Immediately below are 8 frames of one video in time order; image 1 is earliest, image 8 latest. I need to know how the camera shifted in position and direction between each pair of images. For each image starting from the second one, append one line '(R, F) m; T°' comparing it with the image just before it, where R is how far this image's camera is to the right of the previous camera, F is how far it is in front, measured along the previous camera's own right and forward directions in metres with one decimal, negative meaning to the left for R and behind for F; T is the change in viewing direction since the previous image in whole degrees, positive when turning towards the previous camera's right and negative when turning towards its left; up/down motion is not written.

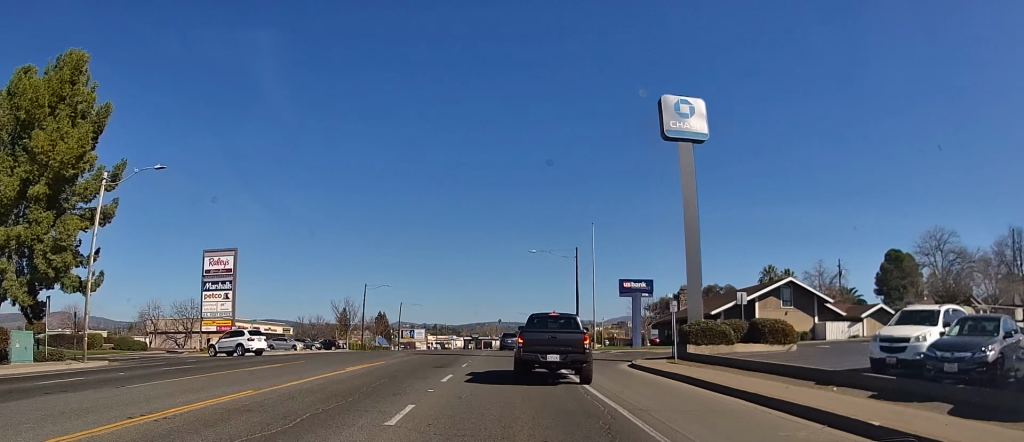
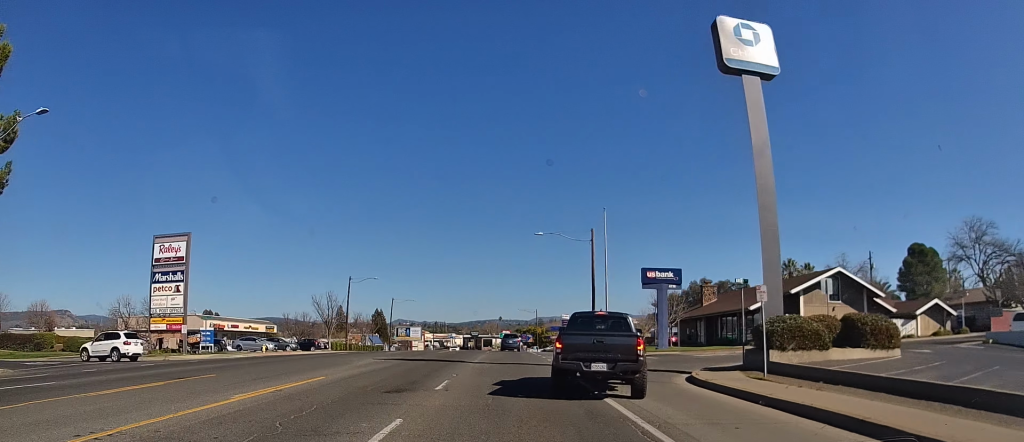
(-0.1, +9.8) m; -1°
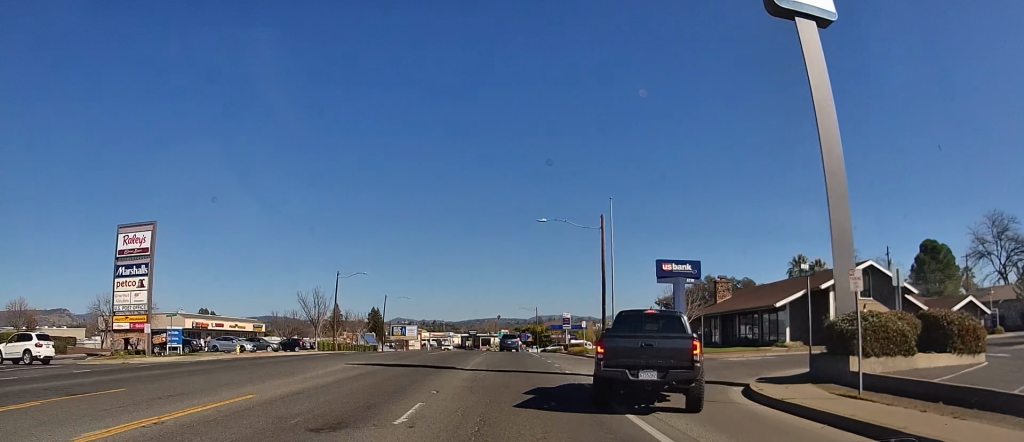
(-0.3, +5.5) m; +1°
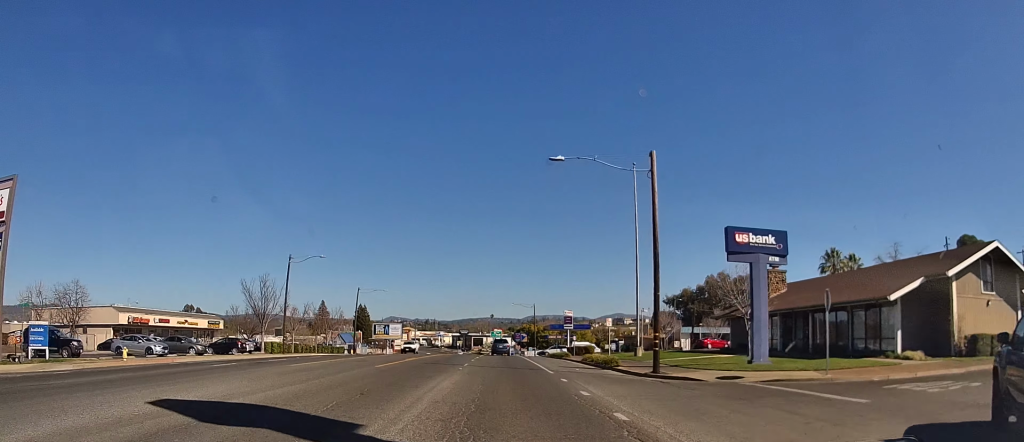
(+0.8, +14.7) m; +1°
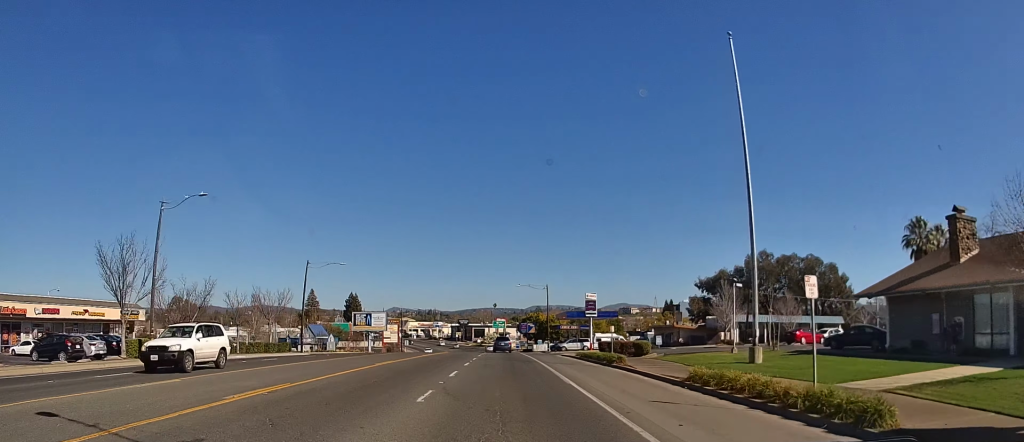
(-0.8, +21.0) m; +1°
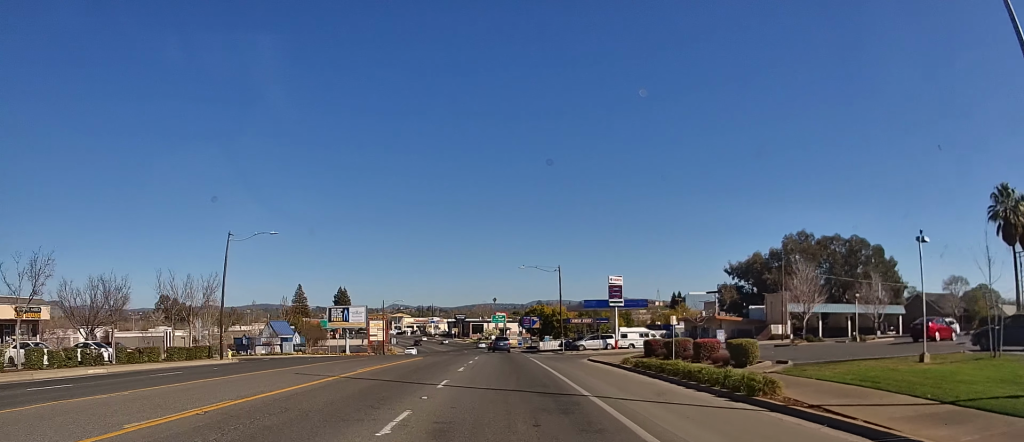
(+0.1, +16.6) m; -1°
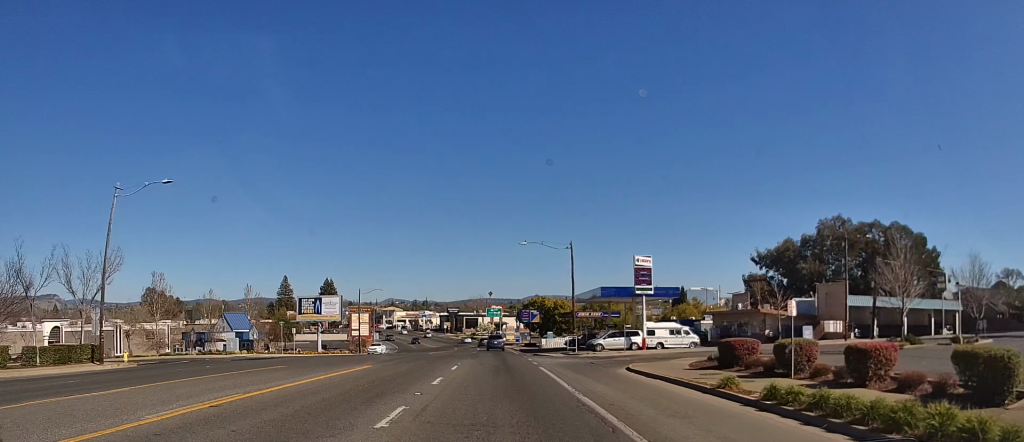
(-0.3, +13.1) m; -2°
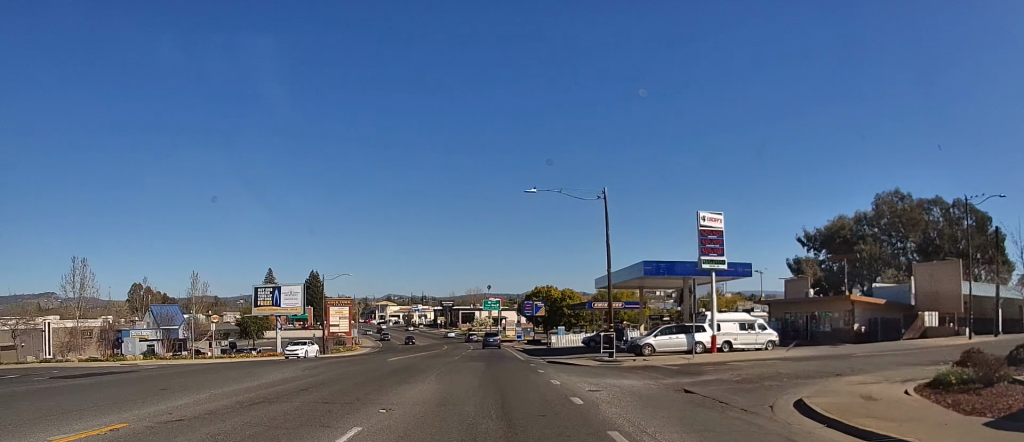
(0.0, +15.8) m; +1°
